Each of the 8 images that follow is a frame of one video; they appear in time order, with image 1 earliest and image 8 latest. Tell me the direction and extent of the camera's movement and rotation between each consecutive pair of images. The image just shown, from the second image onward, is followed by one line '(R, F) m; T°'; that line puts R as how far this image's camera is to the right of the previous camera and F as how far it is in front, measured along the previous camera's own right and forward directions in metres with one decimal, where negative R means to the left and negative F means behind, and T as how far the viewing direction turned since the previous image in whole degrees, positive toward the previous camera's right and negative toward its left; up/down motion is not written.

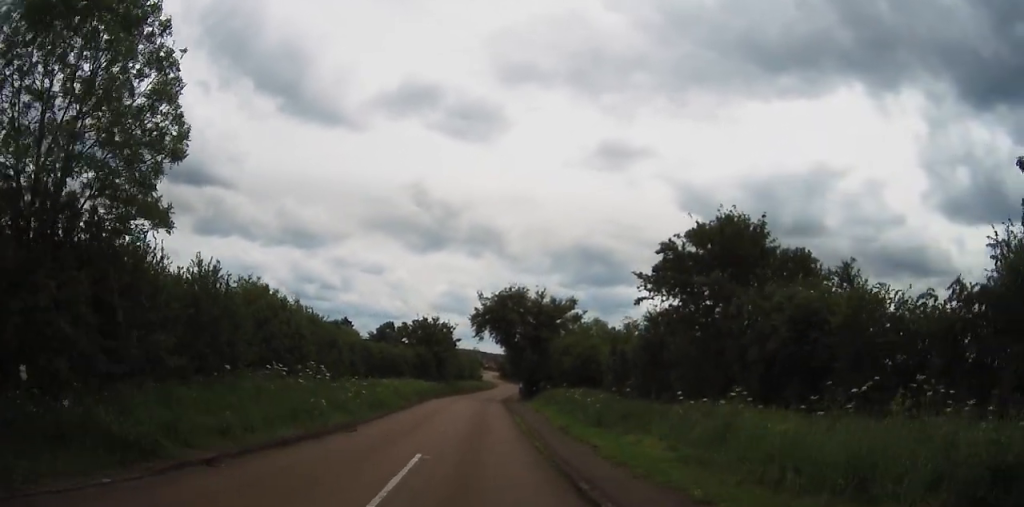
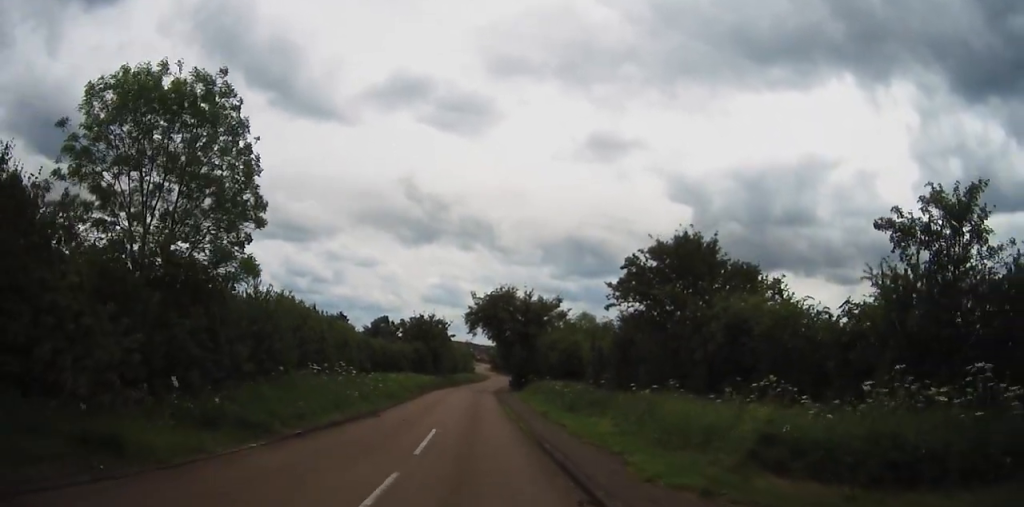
(-0.1, +5.7) m; 0°
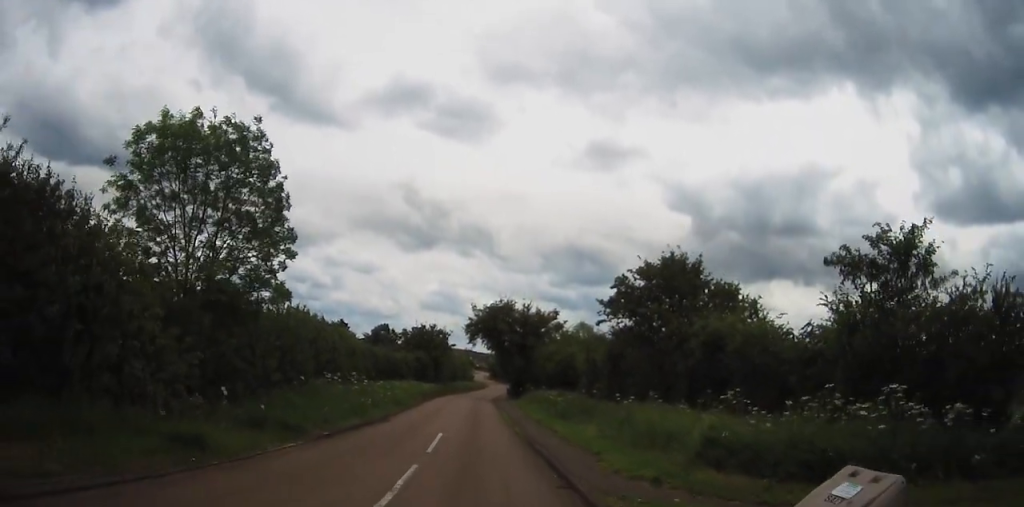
(0.0, +3.0) m; 0°
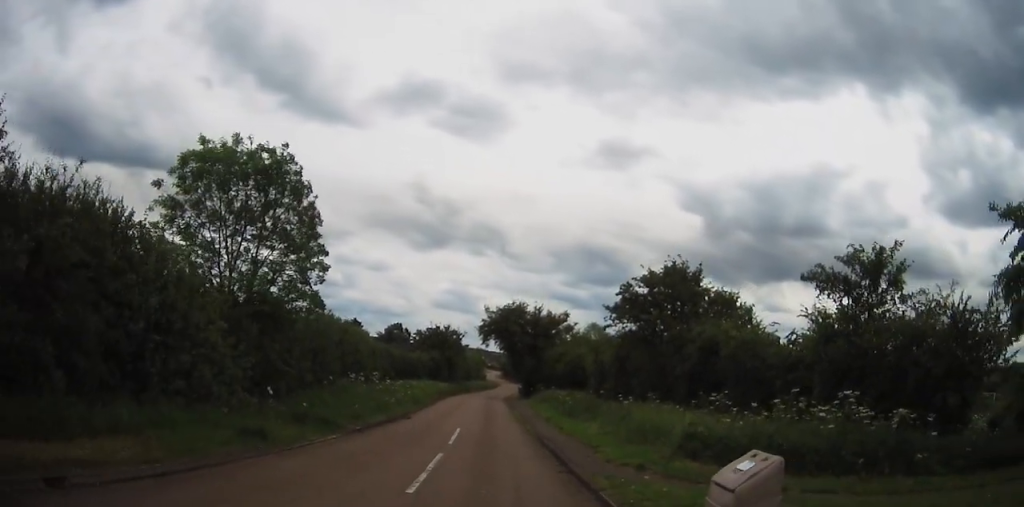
(+0.1, +2.5) m; -4°
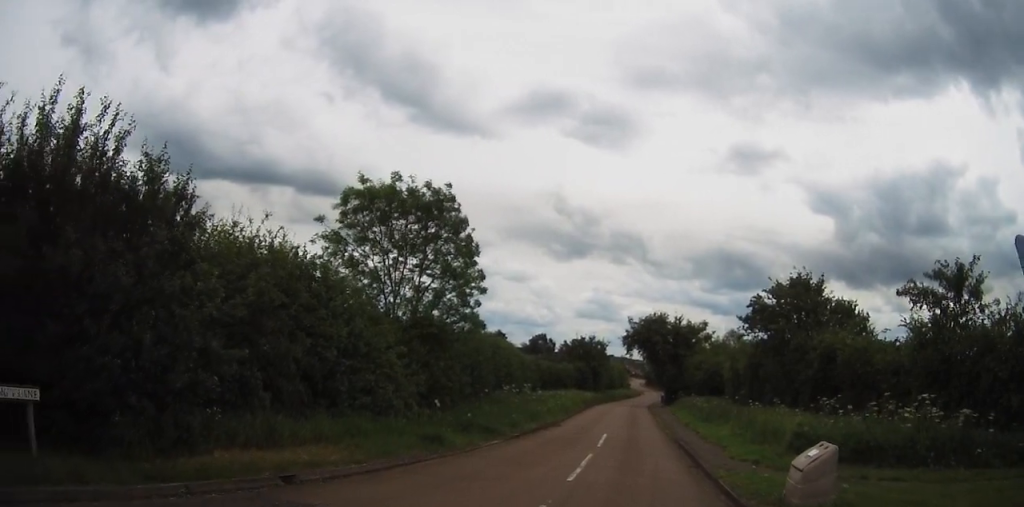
(-0.2, +3.0) m; -12°
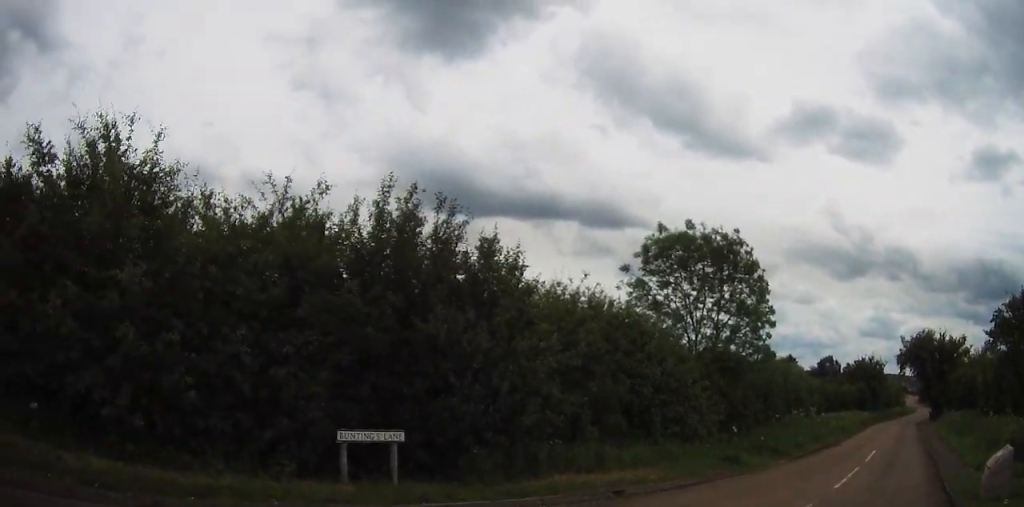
(-0.6, +2.9) m; -34°
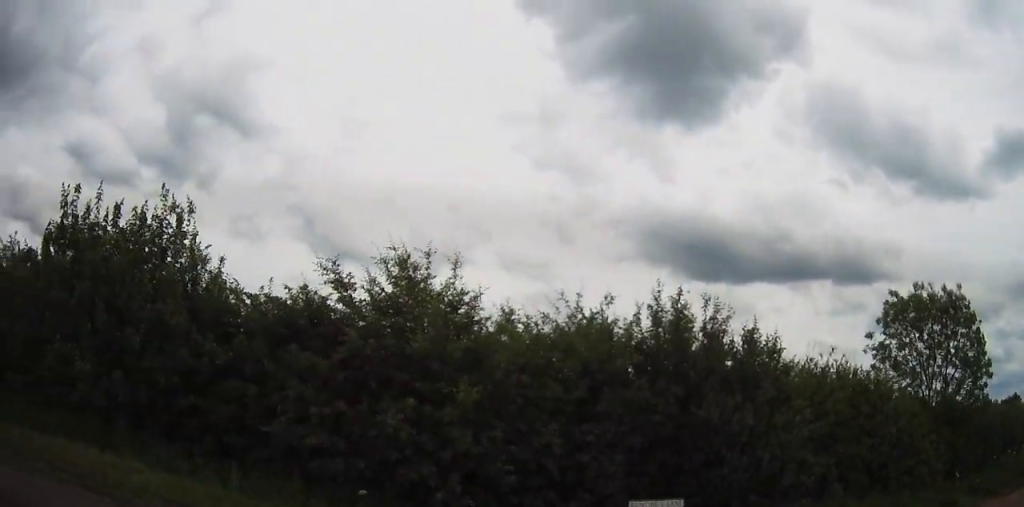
(-0.6, +1.6) m; -31°
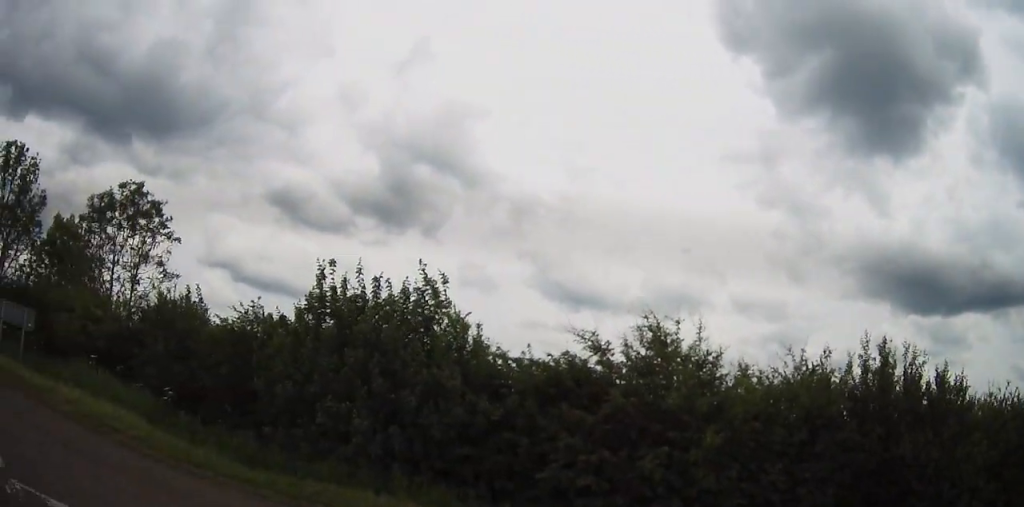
(-0.3, +1.5) m; -18°
